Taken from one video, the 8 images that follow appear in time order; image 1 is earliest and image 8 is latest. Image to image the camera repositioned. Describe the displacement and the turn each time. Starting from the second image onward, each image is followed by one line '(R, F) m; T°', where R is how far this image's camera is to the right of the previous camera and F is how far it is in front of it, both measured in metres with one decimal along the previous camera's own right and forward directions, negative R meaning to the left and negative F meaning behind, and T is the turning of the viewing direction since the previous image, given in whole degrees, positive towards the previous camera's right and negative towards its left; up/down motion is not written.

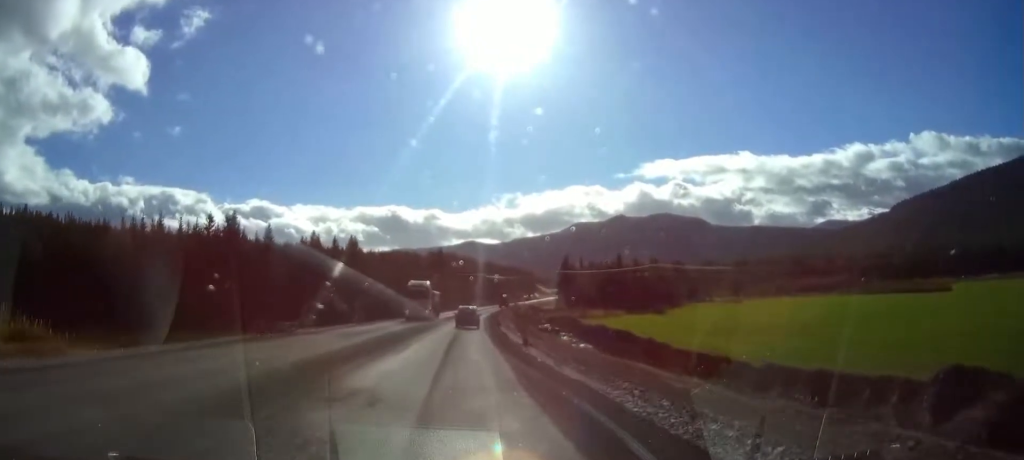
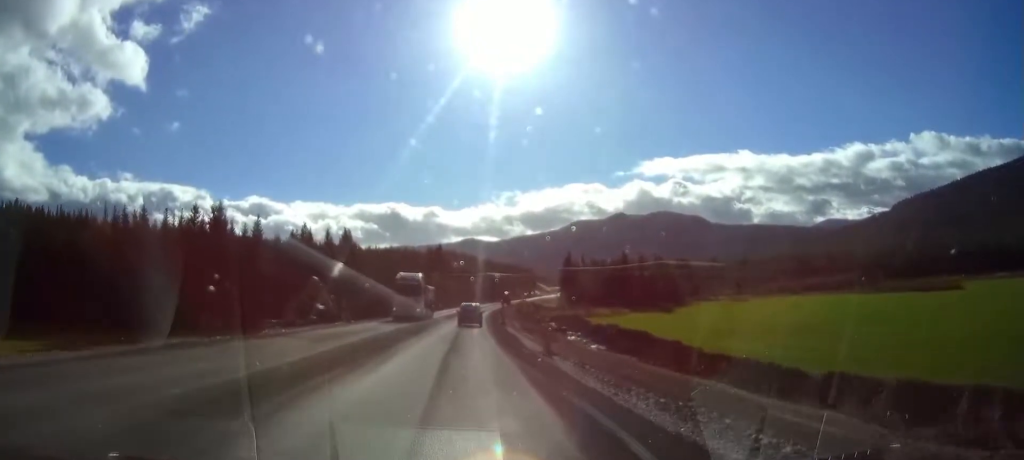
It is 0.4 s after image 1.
(0.0, +6.5) m; 0°
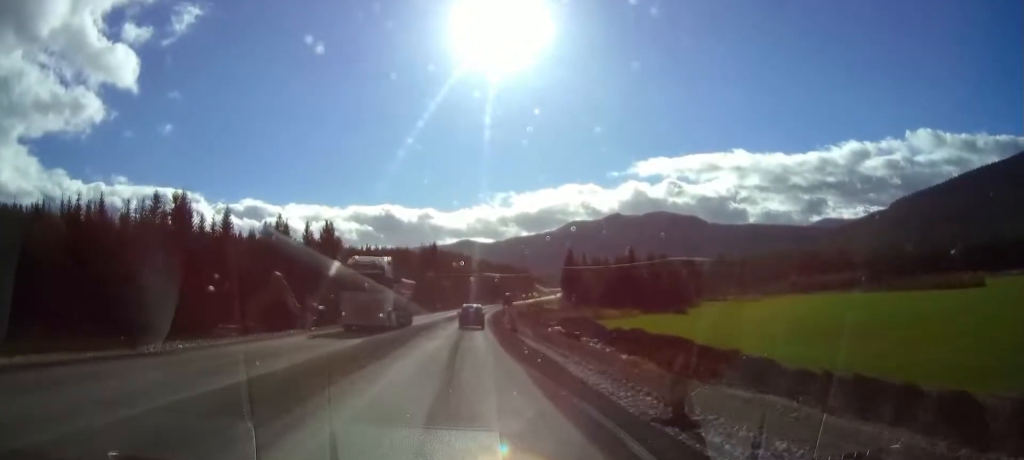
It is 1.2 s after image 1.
(0.0, +12.9) m; +1°
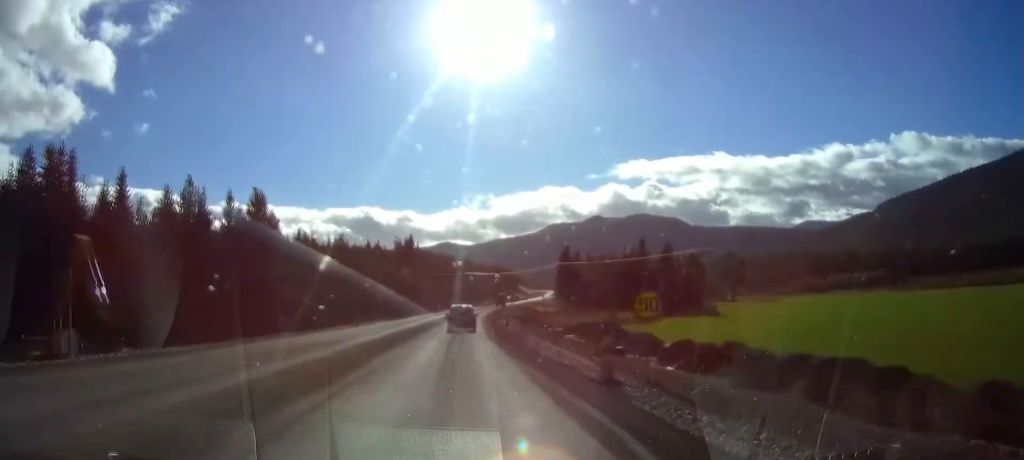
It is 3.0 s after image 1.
(+0.5, +28.2) m; +2°
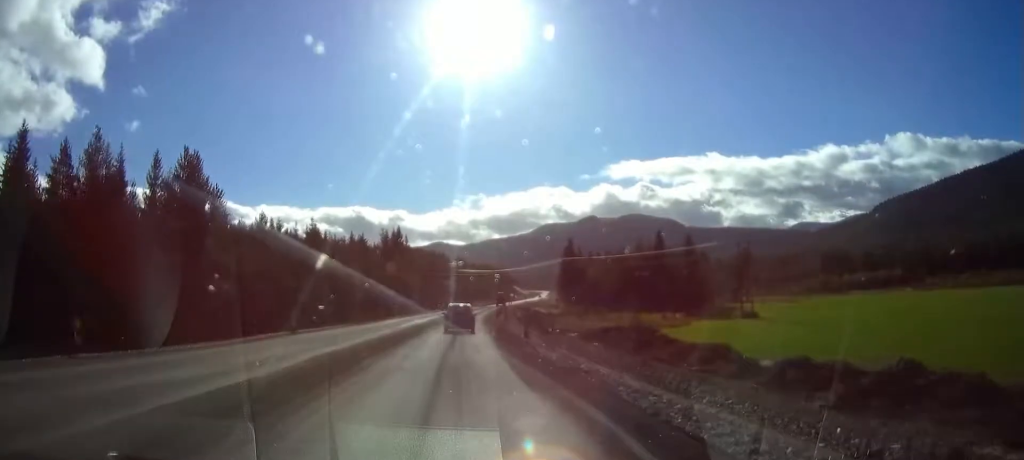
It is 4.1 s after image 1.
(+0.2, +18.6) m; +1°
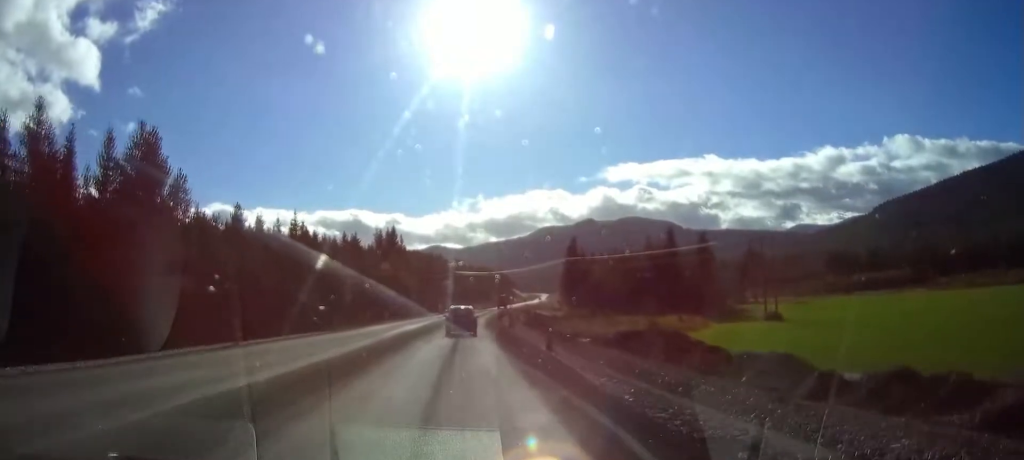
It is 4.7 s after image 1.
(0.0, +9.0) m; 0°
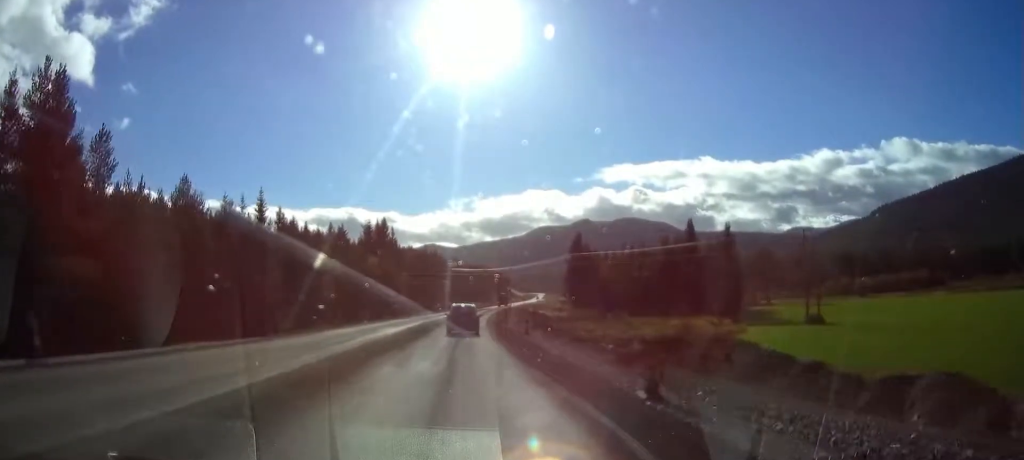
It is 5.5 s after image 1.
(0.0, +13.6) m; +1°
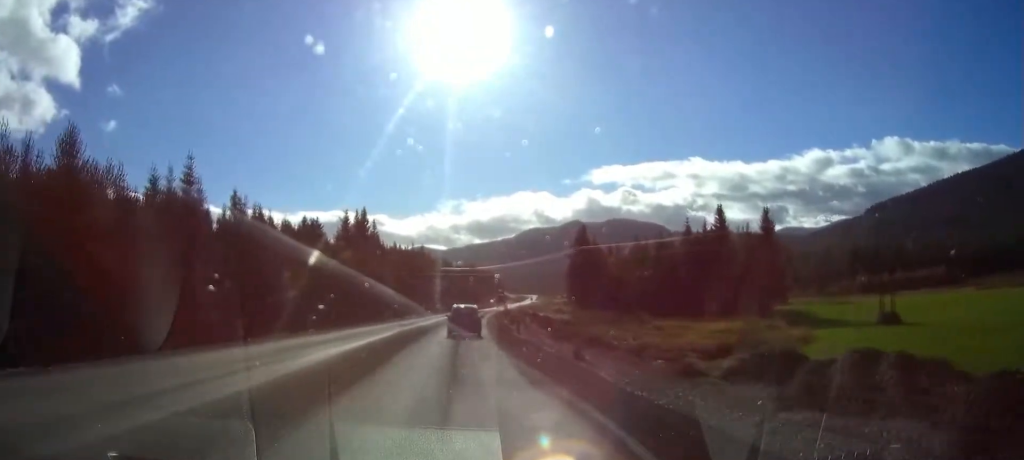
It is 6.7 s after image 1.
(+0.1, +18.2) m; +1°
